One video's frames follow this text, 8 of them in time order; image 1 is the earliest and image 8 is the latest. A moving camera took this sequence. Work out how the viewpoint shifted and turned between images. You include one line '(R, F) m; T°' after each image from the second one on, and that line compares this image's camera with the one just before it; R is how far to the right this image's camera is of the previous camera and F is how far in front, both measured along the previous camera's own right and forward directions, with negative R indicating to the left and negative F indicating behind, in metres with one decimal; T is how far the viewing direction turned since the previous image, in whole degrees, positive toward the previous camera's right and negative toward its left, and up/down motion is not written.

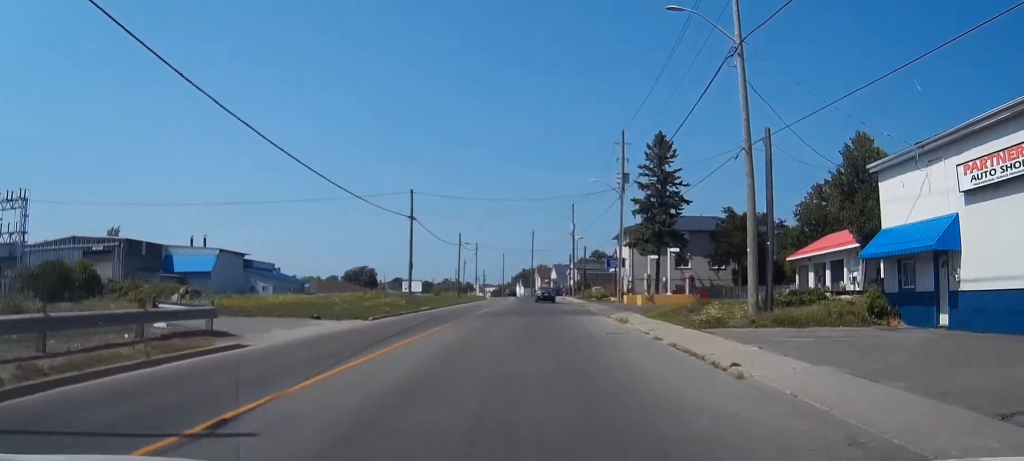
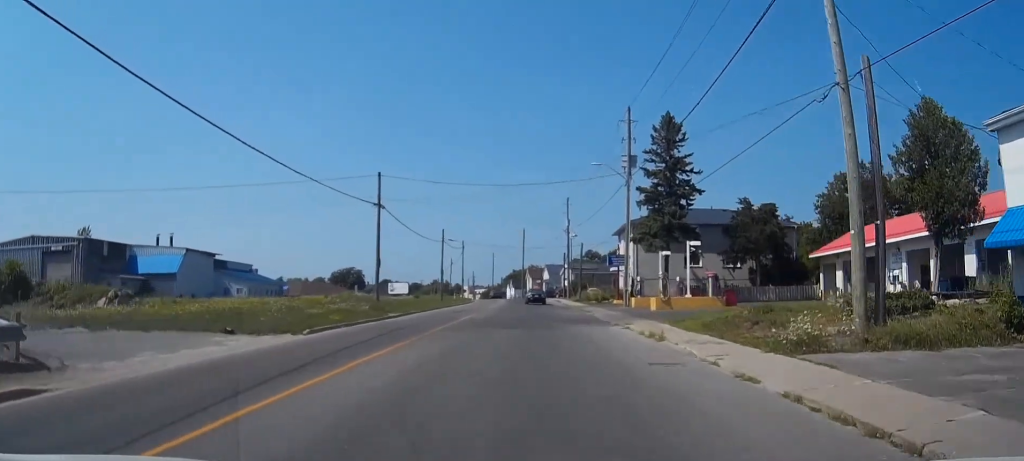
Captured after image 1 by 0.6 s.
(0.0, +7.6) m; 0°
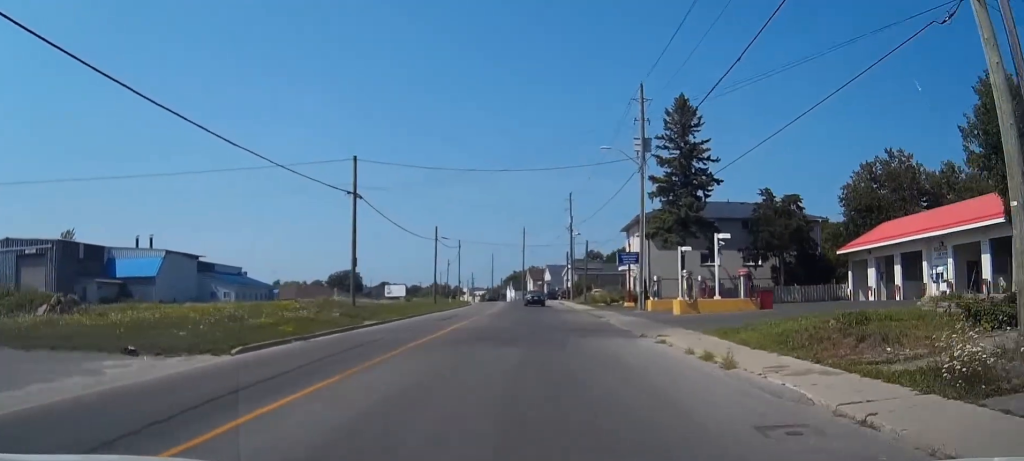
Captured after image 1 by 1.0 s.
(0.0, +5.5) m; 0°
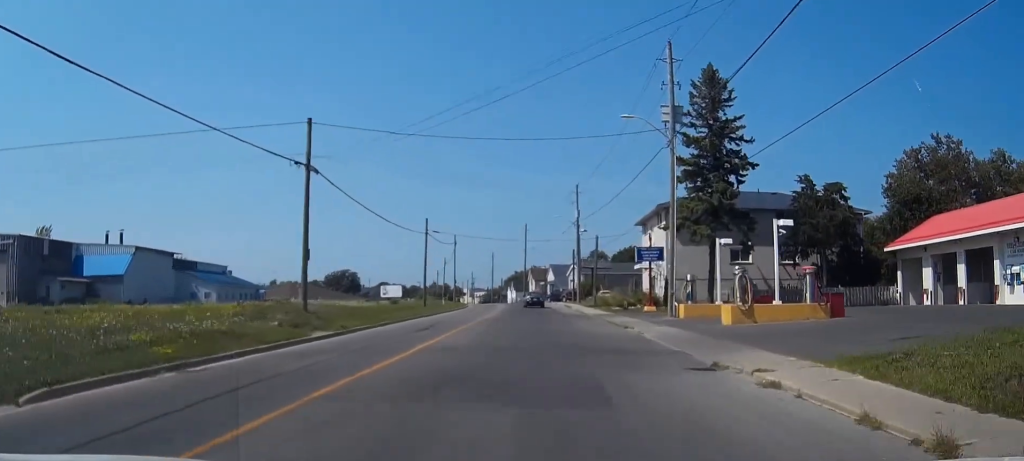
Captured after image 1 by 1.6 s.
(0.0, +7.6) m; 0°
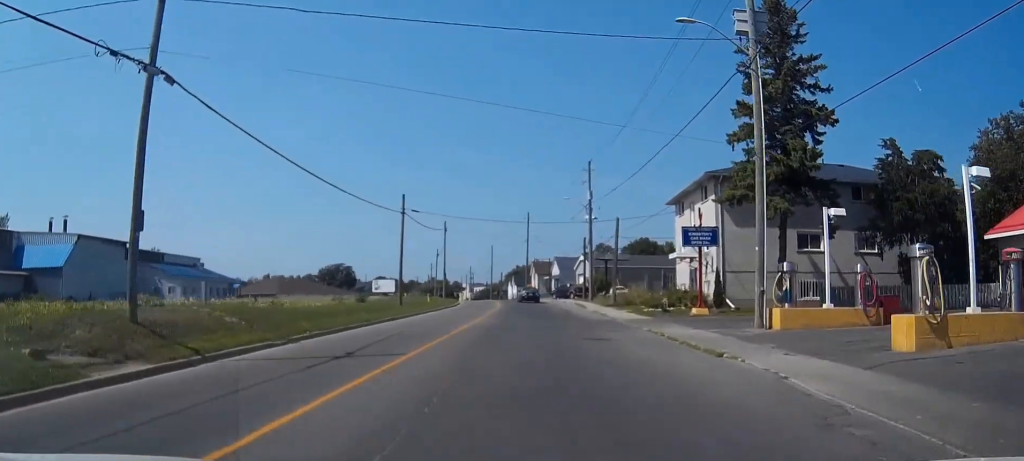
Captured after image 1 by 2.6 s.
(0.0, +11.9) m; 0°
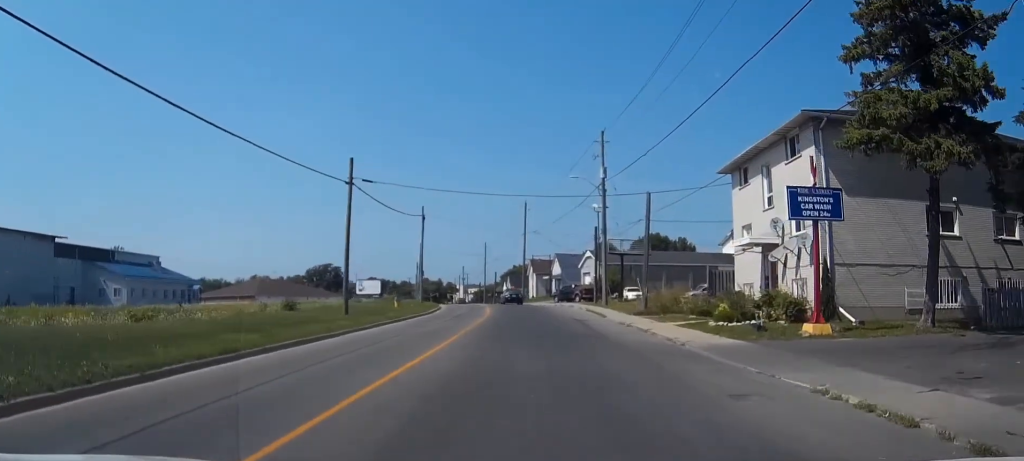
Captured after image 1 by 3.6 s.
(0.0, +13.2) m; 0°
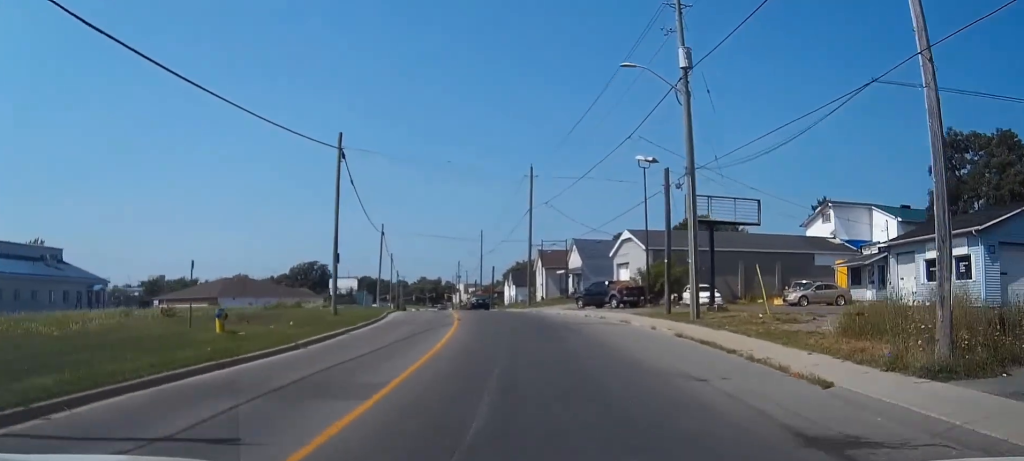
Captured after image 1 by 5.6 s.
(0.0, +26.1) m; 0°
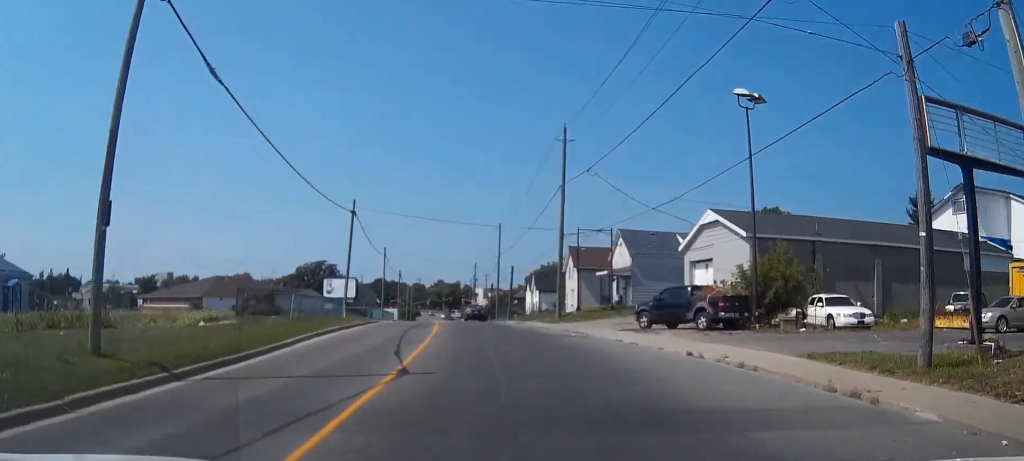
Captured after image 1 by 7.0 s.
(0.0, +18.0) m; 0°
